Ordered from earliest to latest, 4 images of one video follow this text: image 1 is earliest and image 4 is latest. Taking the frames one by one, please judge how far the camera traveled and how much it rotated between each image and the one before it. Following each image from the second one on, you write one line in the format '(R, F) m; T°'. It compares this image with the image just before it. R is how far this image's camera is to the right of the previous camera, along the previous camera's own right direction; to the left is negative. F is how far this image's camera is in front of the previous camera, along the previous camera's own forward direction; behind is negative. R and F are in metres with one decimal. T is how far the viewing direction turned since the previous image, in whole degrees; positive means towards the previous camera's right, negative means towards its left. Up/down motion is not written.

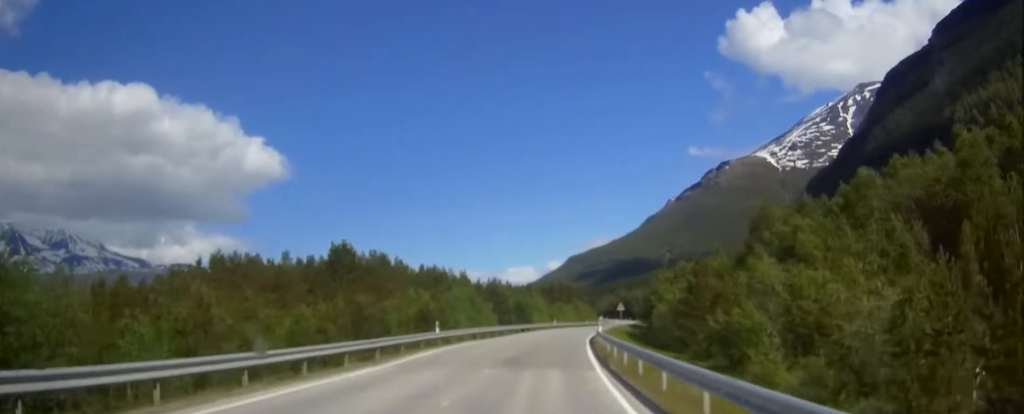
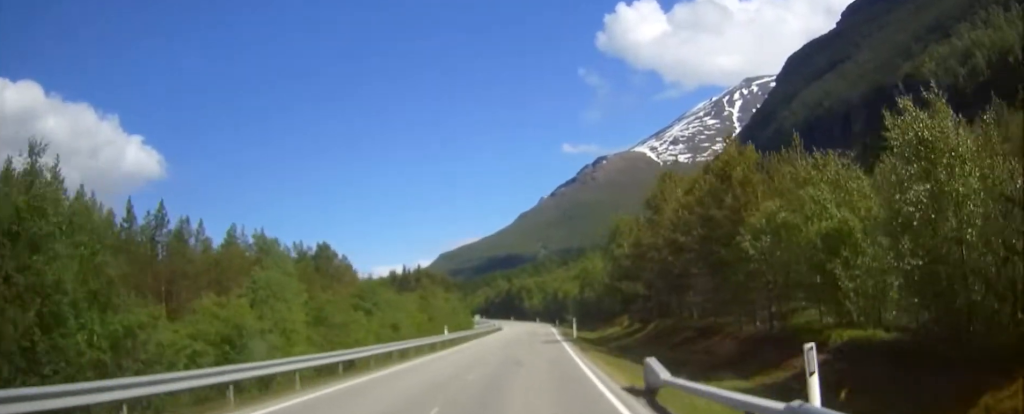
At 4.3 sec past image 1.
(+7.6, +93.3) m; +9°
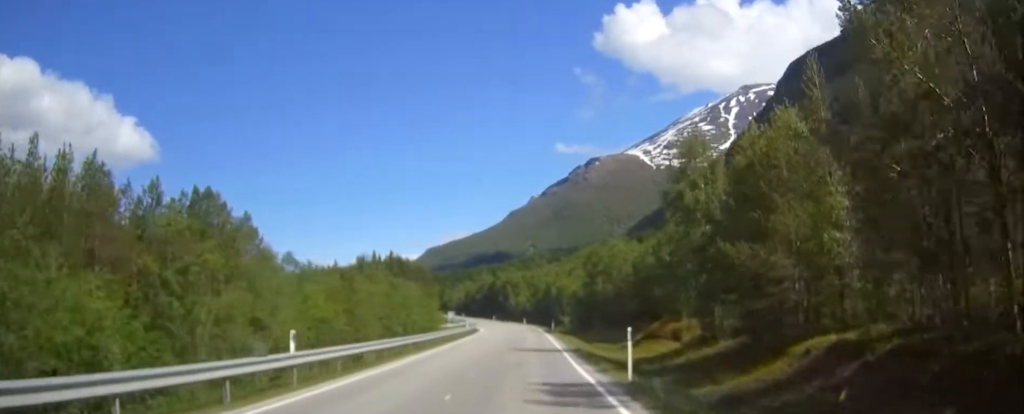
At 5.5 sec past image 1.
(+0.4, +28.3) m; +1°
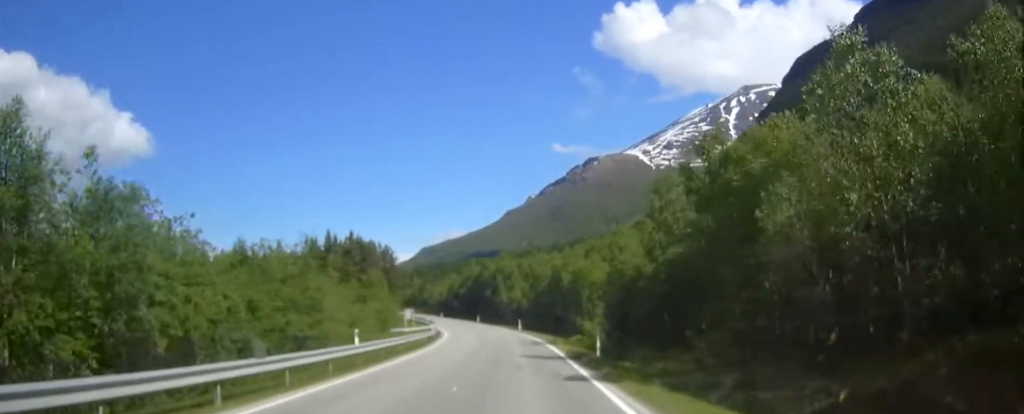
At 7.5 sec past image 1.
(-0.1, +44.7) m; -1°
